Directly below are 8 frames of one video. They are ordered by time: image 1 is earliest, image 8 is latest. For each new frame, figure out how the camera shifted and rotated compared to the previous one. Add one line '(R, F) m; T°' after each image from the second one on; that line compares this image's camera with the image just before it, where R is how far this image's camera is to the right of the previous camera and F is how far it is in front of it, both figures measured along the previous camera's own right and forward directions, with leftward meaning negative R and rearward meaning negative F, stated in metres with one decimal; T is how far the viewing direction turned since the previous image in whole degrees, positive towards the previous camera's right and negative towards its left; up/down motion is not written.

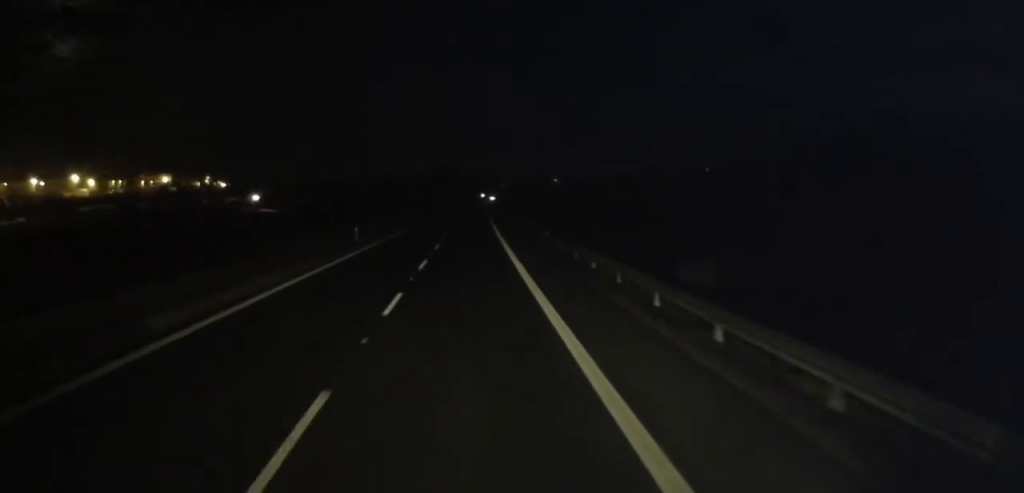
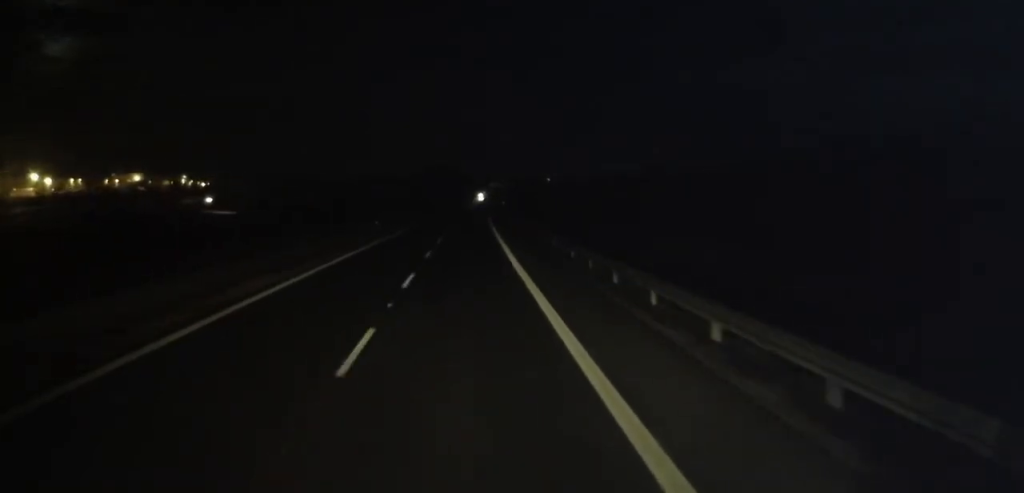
(+0.8, +31.9) m; +1°
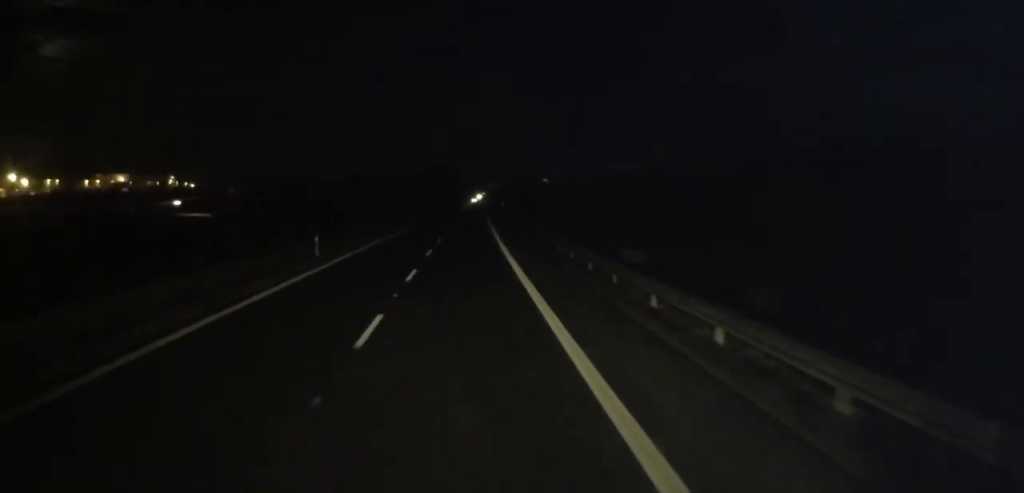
(-0.4, +16.2) m; -1°
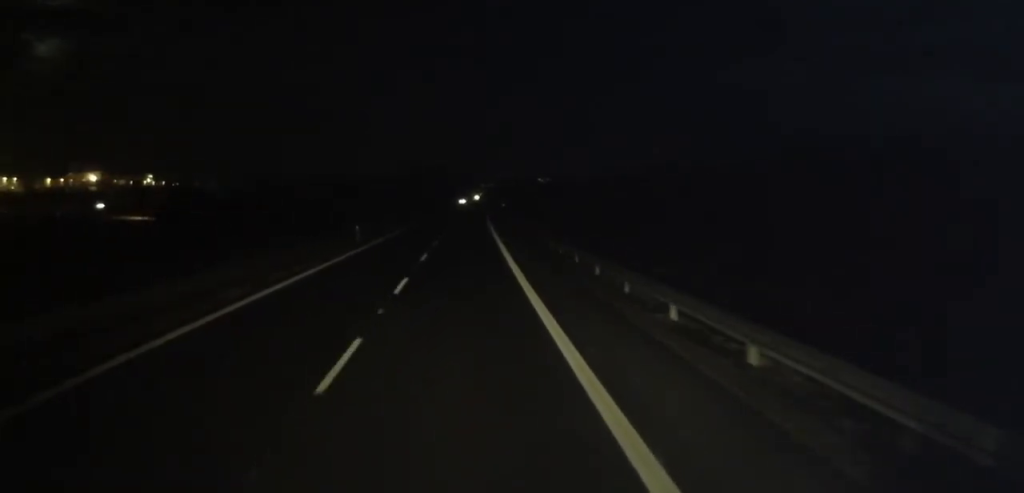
(+0.4, +29.4) m; +1°
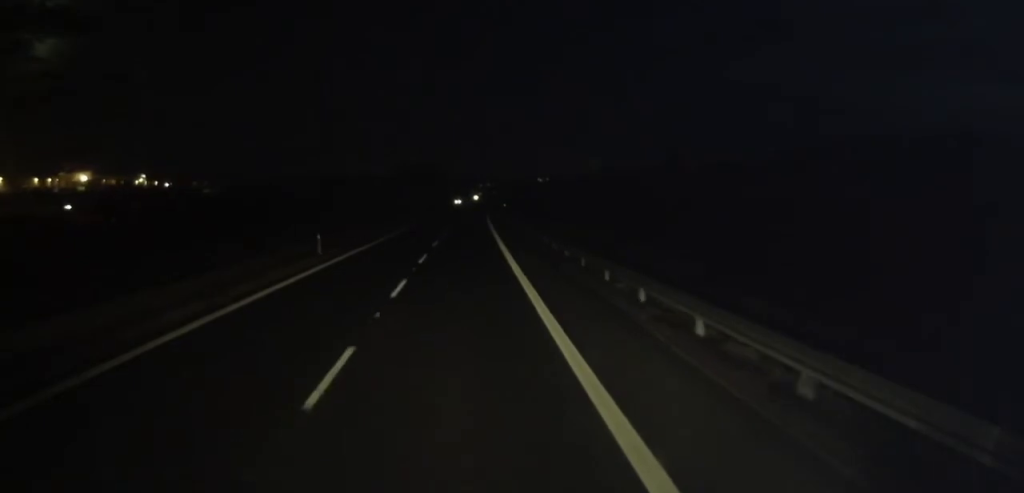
(-0.1, +9.6) m; 0°
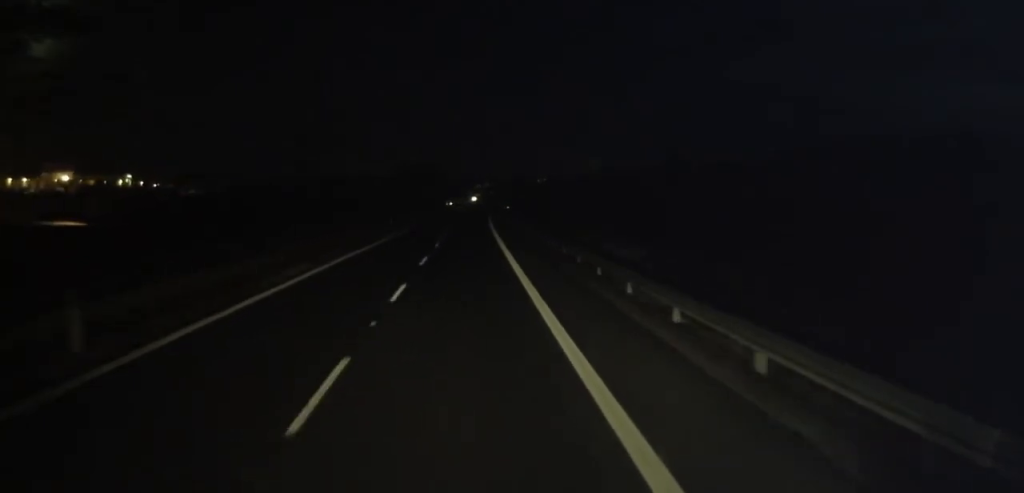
(+0.1, +18.7) m; +1°
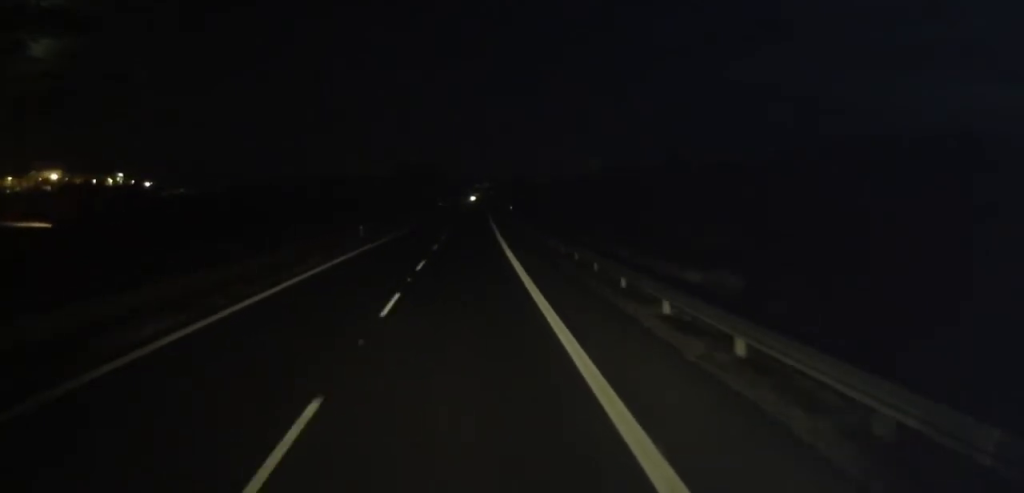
(+0.1, +11.1) m; +1°
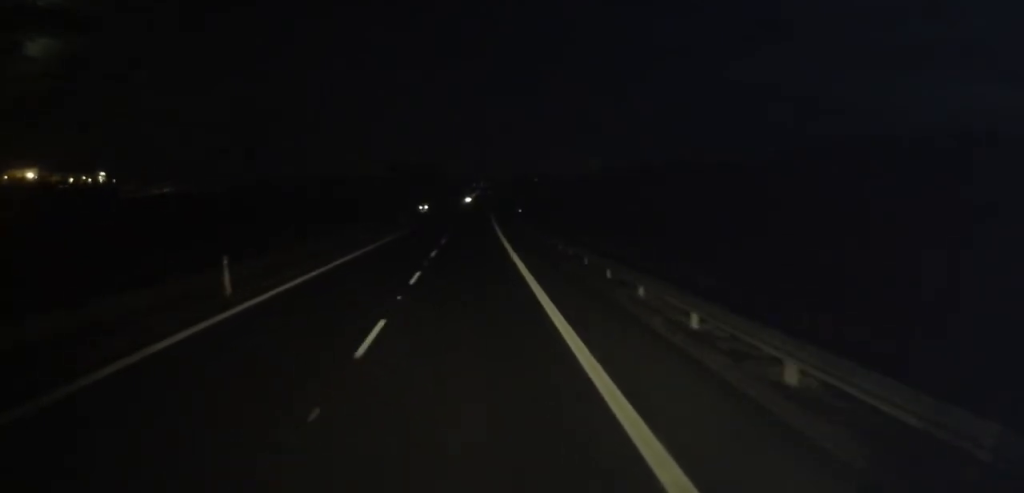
(+0.2, +21.6) m; +1°
